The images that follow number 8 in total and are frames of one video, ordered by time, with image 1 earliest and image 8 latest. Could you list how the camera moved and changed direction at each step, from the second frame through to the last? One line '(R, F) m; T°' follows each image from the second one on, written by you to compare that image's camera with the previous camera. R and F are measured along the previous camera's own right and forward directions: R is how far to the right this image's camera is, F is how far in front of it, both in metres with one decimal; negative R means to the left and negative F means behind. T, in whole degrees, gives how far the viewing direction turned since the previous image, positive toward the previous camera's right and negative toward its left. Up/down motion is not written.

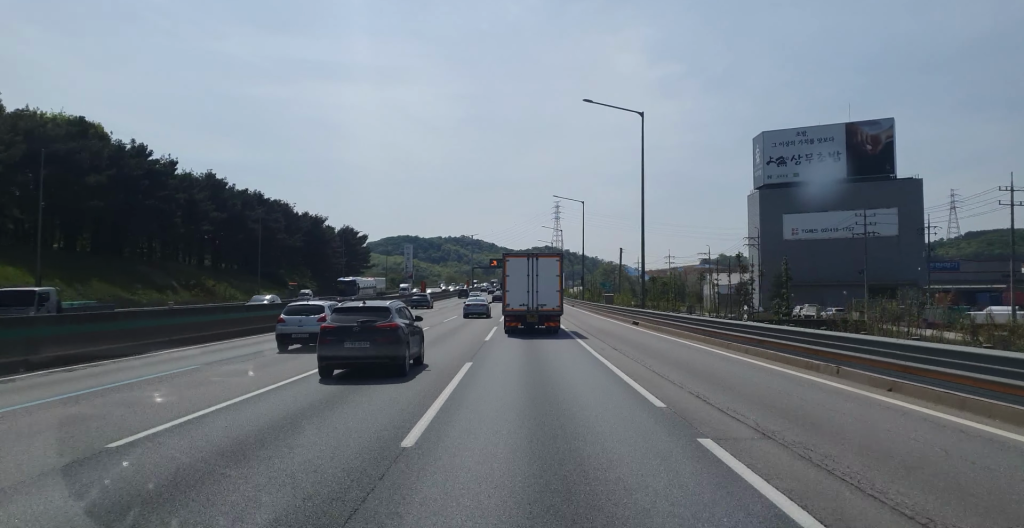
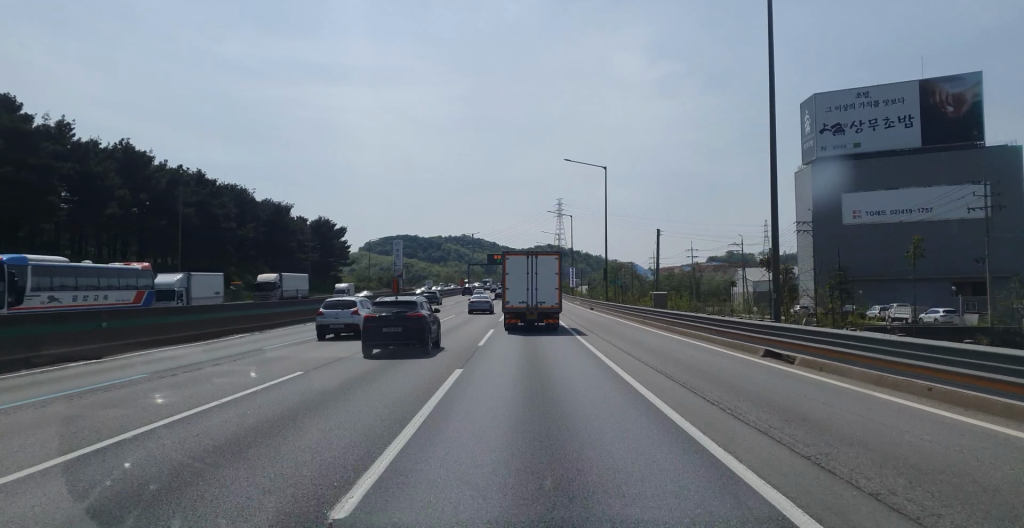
(+0.4, +23.9) m; +1°
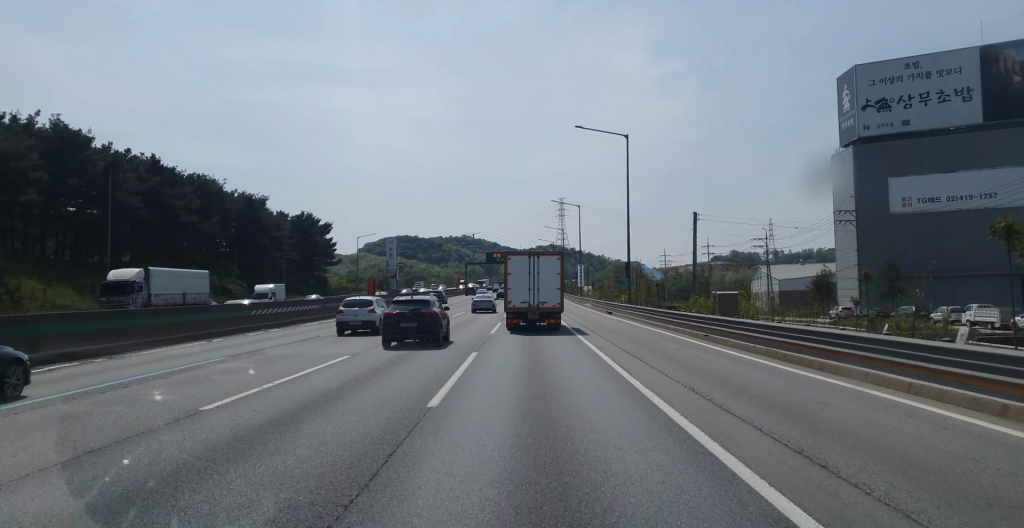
(0.0, +13.6) m; 0°
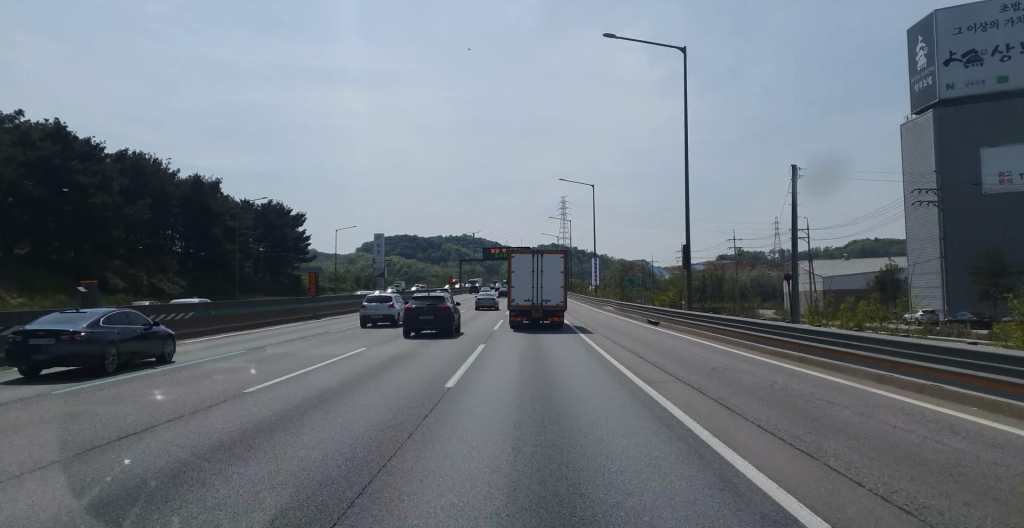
(0.0, +18.9) m; 0°
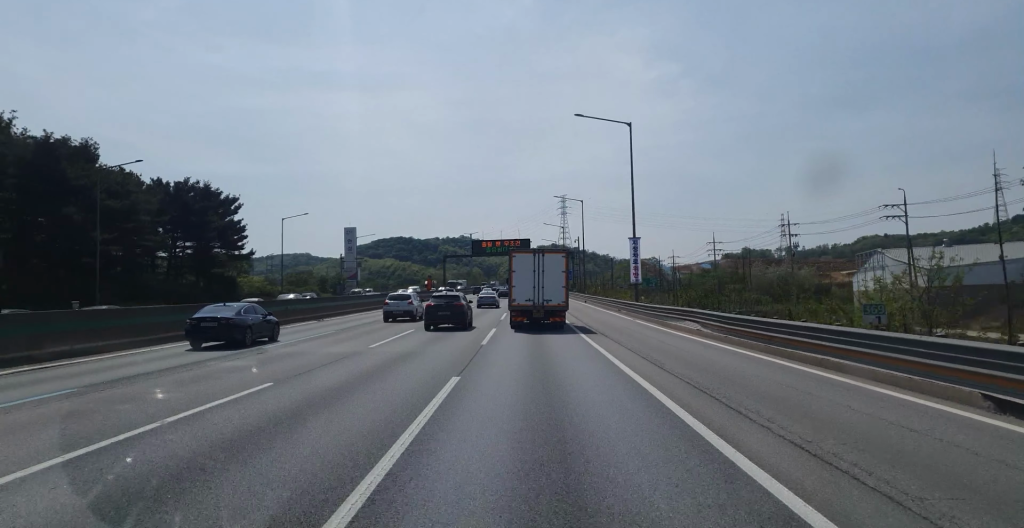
(0.0, +29.1) m; +2°
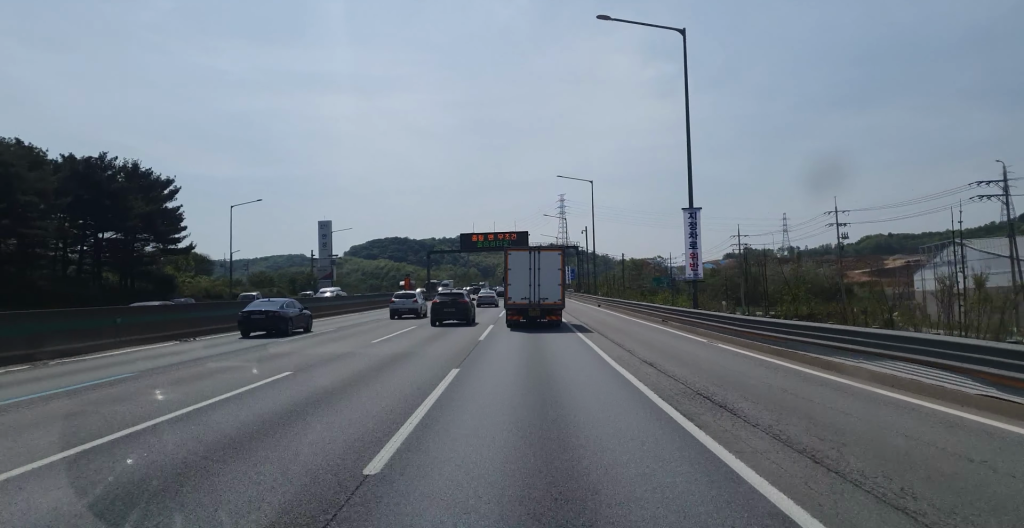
(+0.6, +18.7) m; +1°
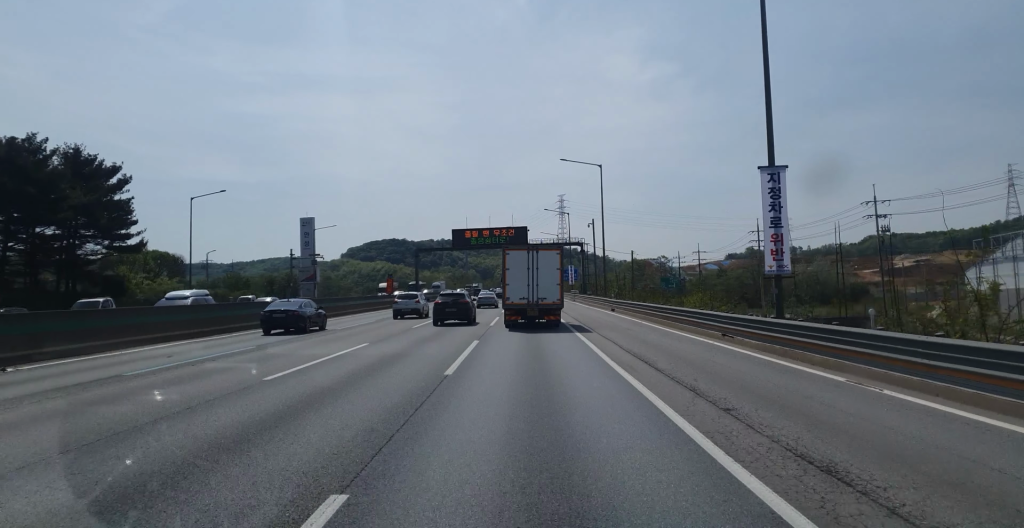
(-0.2, +10.7) m; -1°
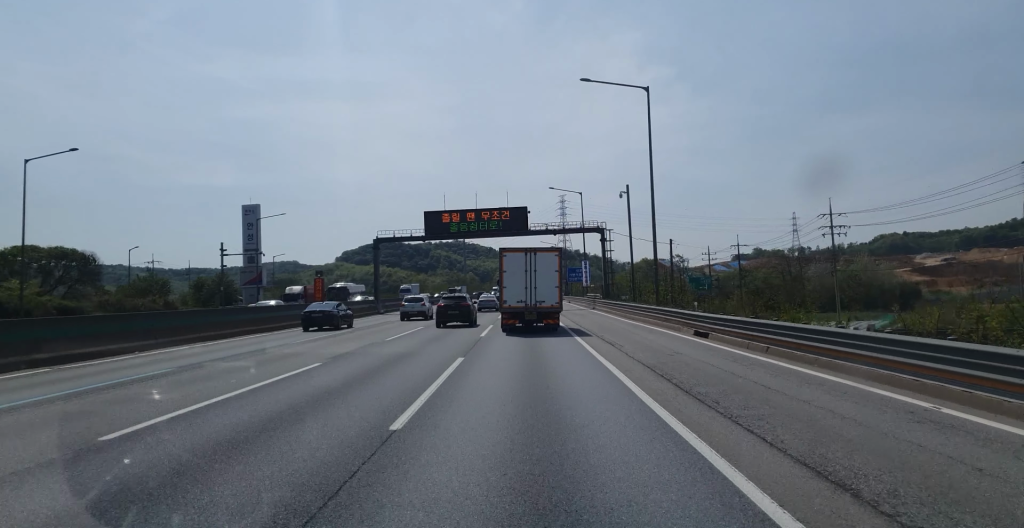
(-0.2, +26.6) m; -1°
